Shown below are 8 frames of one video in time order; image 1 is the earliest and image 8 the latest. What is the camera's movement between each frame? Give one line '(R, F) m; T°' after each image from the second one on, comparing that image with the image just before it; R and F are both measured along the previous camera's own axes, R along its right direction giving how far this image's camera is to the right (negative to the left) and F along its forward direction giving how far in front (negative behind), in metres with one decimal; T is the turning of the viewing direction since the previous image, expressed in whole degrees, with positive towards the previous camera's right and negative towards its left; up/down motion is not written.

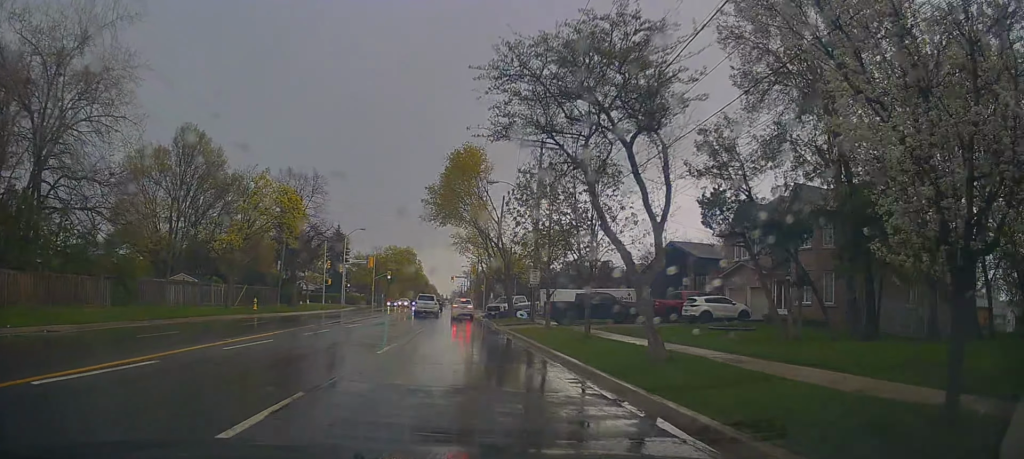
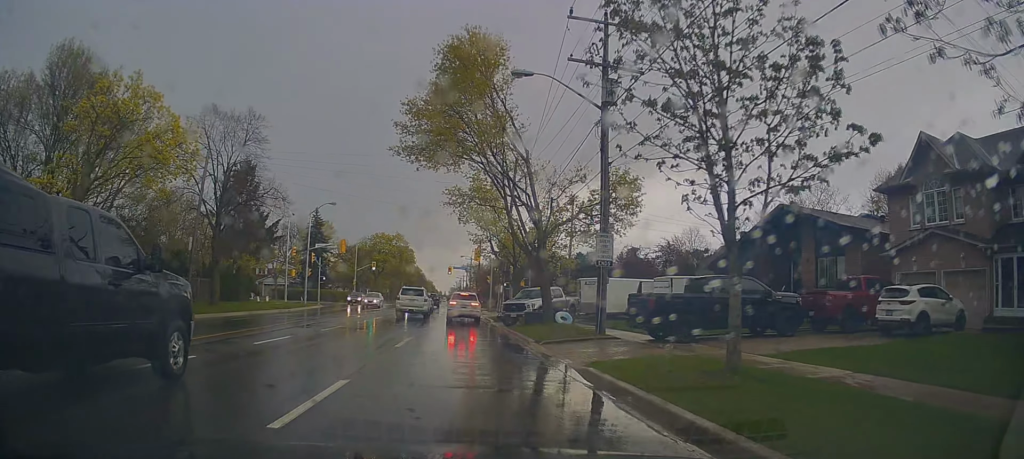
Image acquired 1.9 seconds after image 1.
(-0.8, +15.4) m; -1°
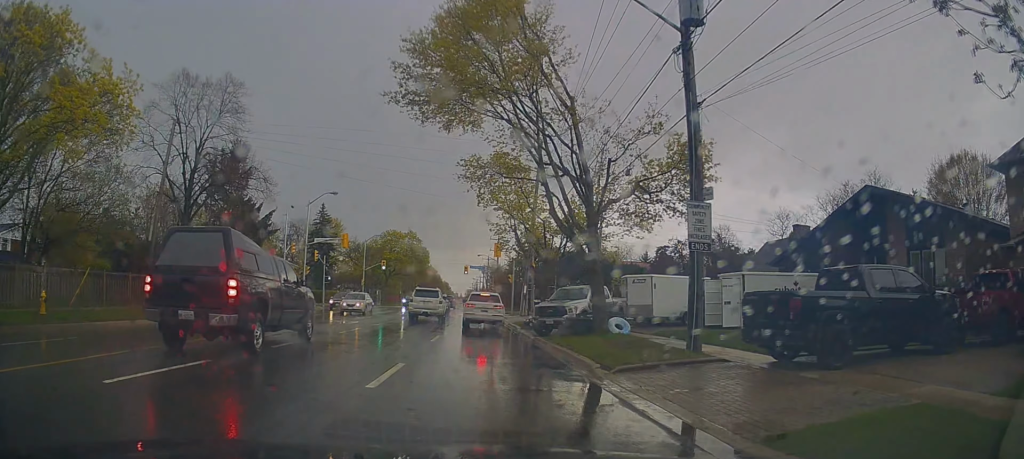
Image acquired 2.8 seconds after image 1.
(+0.2, +5.6) m; 0°
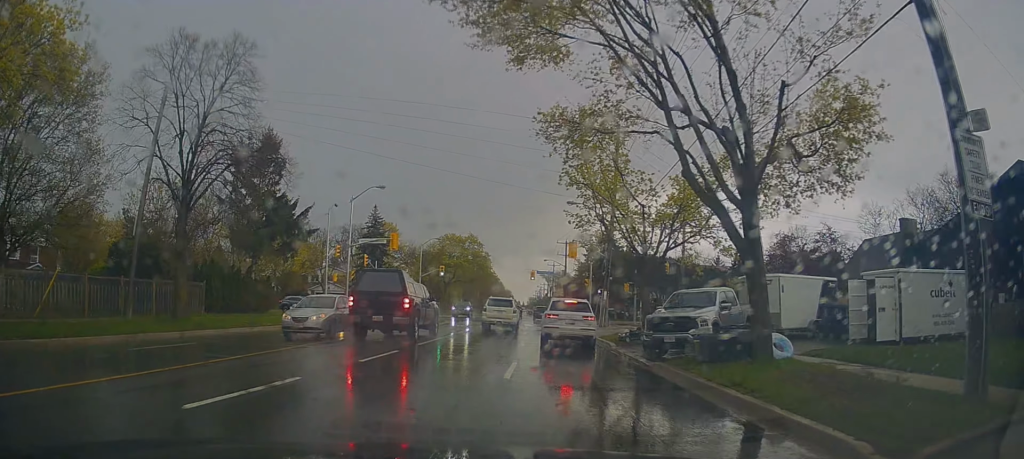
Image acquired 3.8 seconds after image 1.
(-0.2, +6.9) m; -7°
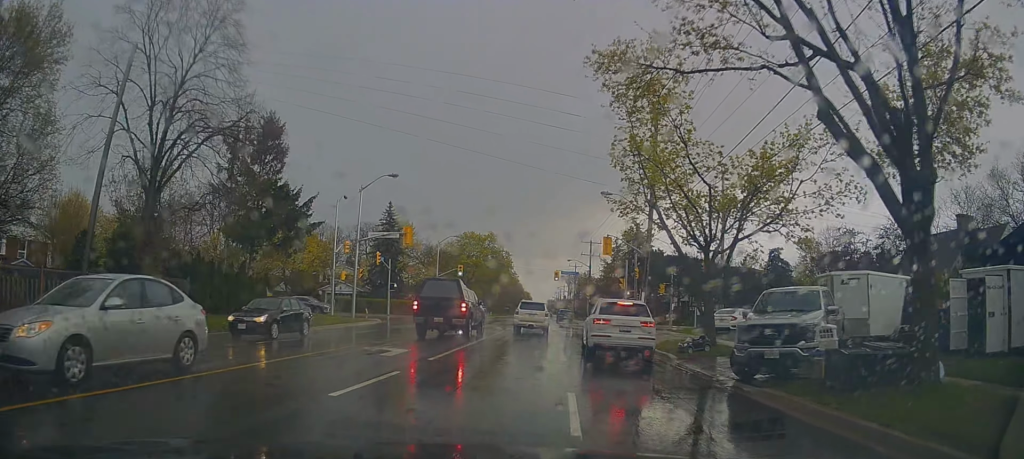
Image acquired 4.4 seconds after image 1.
(-0.4, +4.7) m; 0°
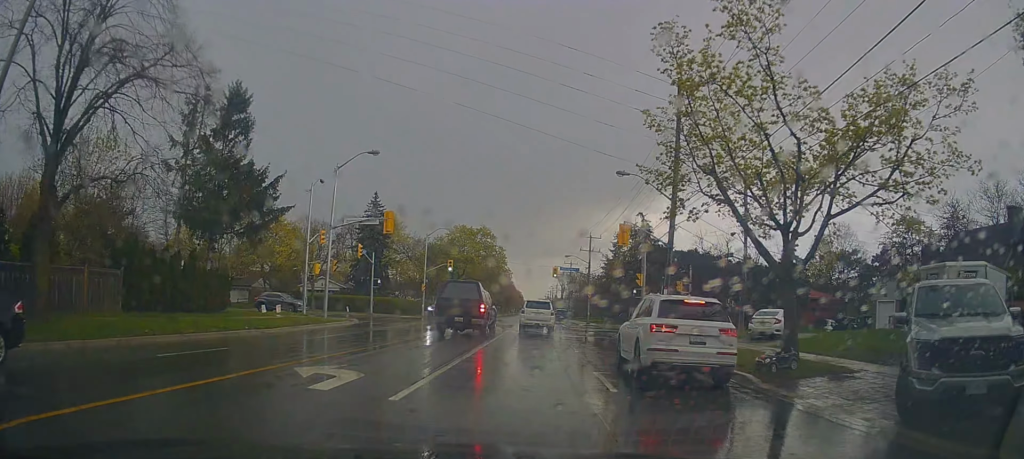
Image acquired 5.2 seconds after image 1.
(-0.1, +6.2) m; +3°
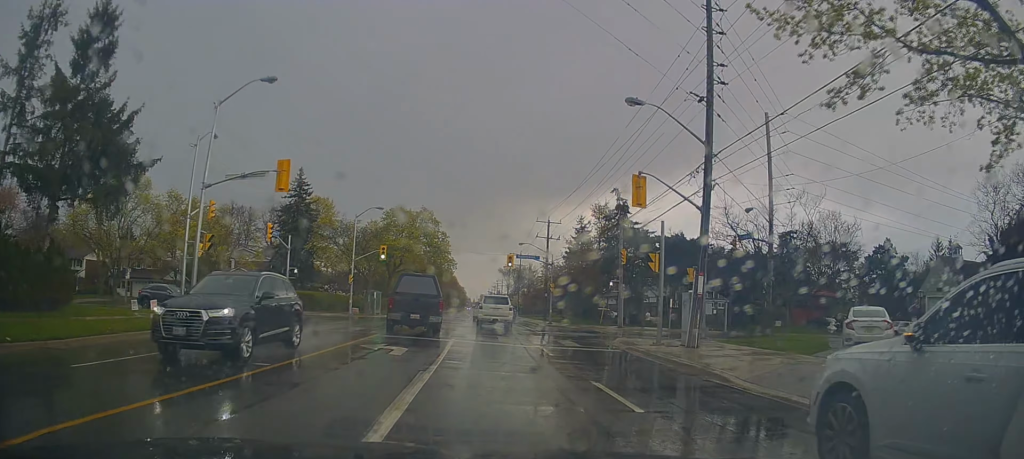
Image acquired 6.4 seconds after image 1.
(+0.9, +11.8) m; +5°
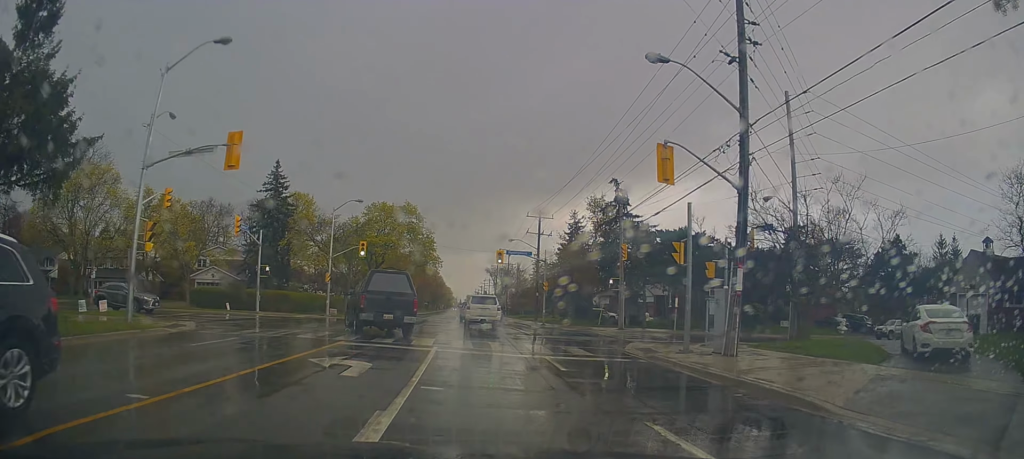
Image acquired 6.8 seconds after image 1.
(0.0, +4.3) m; 0°
